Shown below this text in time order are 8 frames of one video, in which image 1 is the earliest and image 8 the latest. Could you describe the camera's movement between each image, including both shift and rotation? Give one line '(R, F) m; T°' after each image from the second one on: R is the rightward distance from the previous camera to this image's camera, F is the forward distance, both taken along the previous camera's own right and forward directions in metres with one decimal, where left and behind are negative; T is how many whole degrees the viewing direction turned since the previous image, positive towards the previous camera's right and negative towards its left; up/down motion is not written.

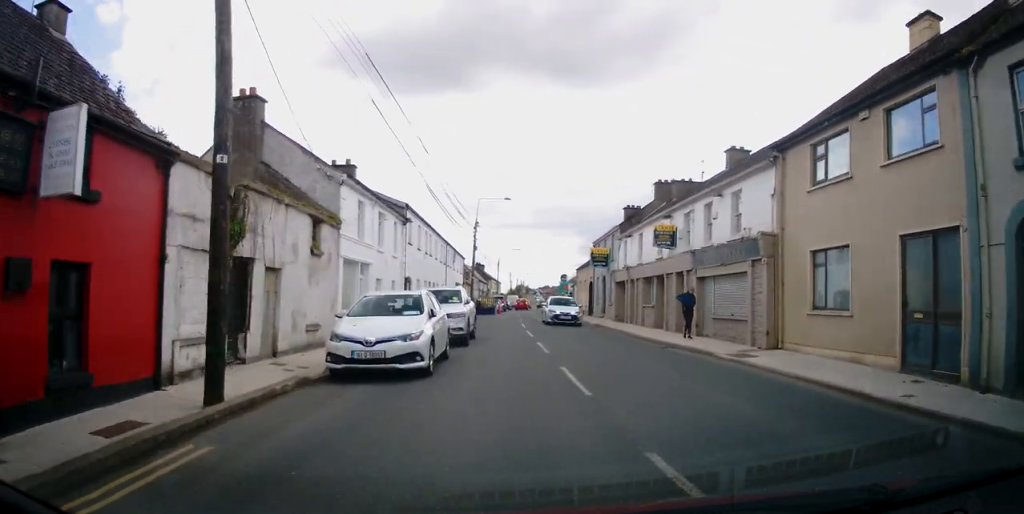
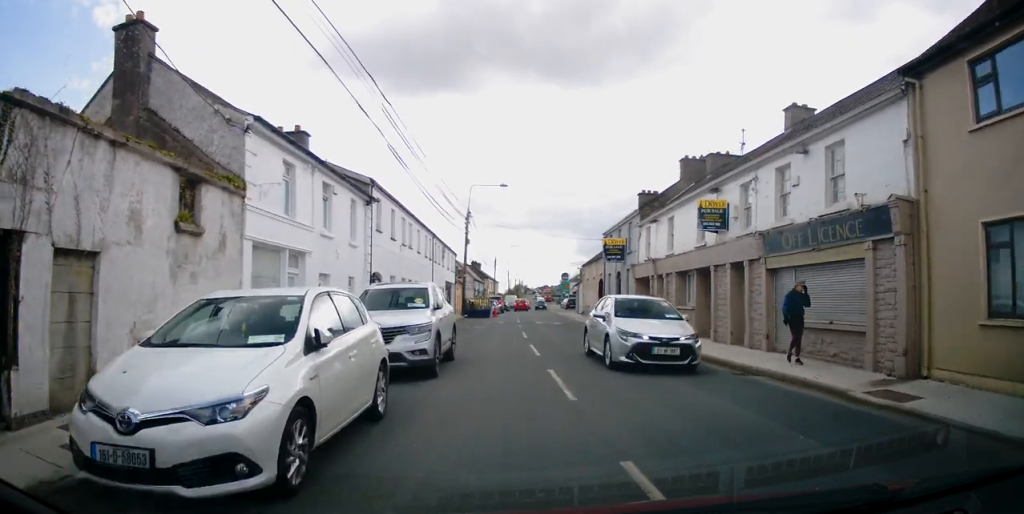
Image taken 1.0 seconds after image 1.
(+0.2, +6.3) m; +2°
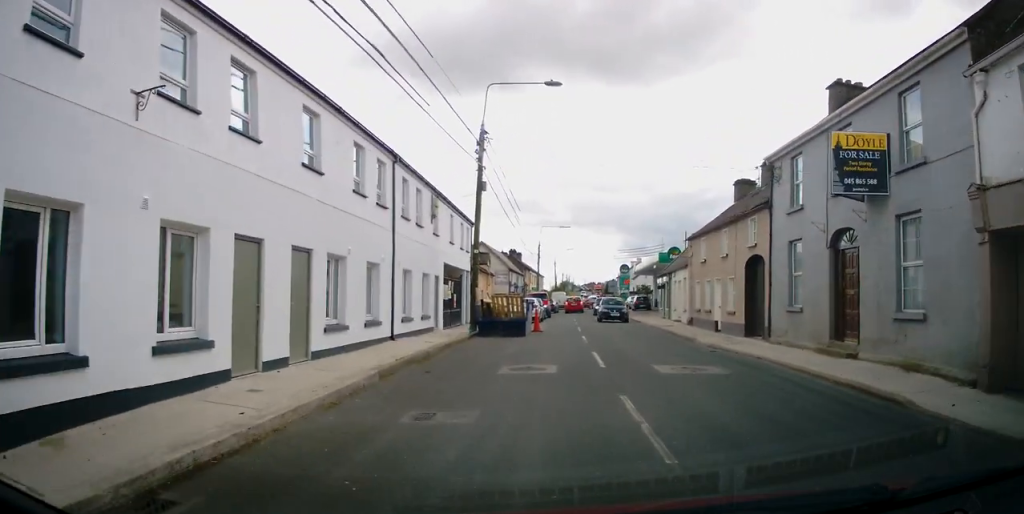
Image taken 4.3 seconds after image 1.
(-0.7, +20.5) m; -3°
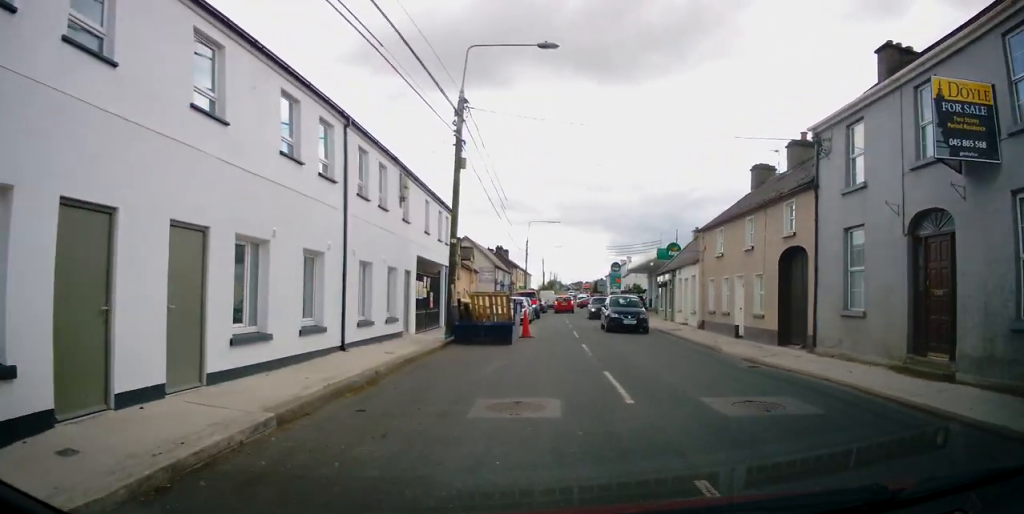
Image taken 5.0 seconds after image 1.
(-0.1, +3.7) m; 0°
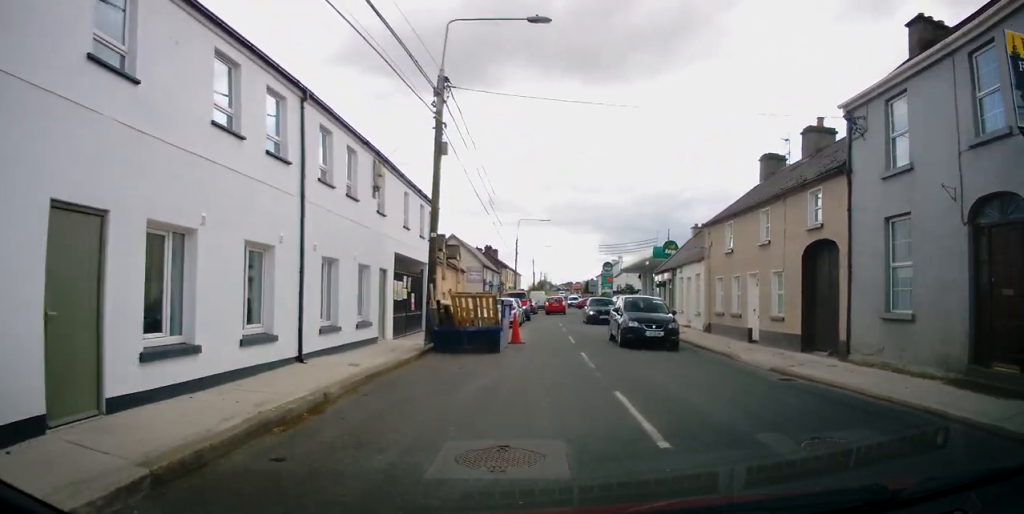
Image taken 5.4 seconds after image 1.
(-0.1, +2.3) m; 0°
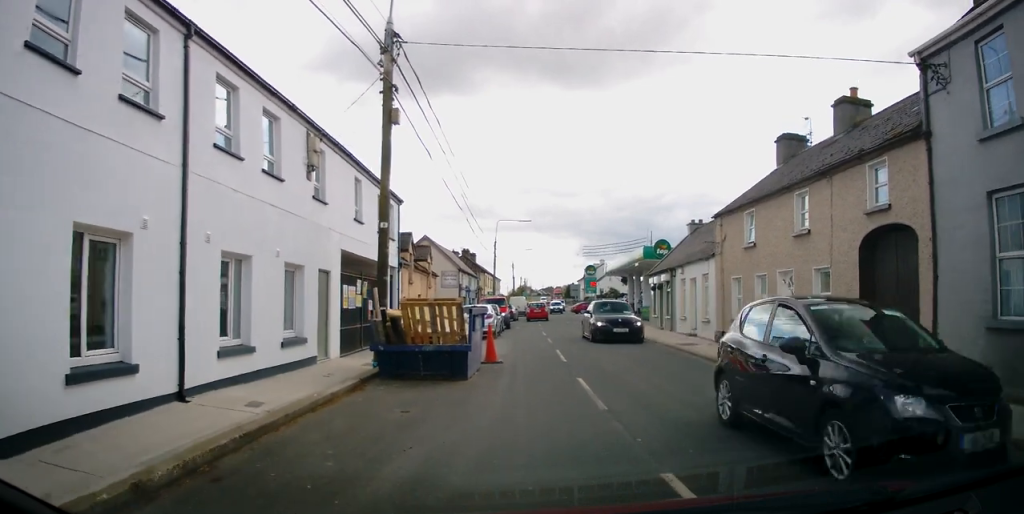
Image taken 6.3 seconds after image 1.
(+0.2, +3.8) m; +4°
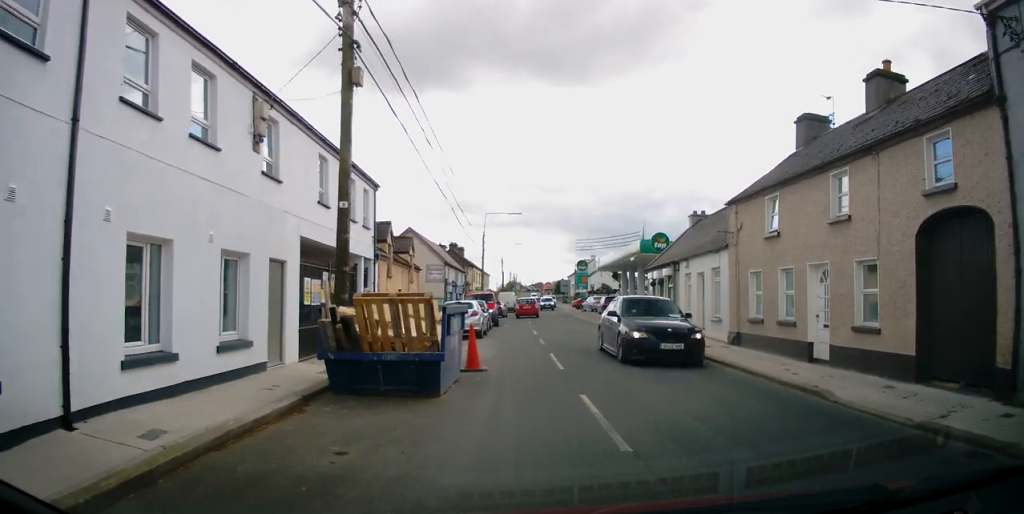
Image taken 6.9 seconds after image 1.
(+0.1, +2.3) m; +1°
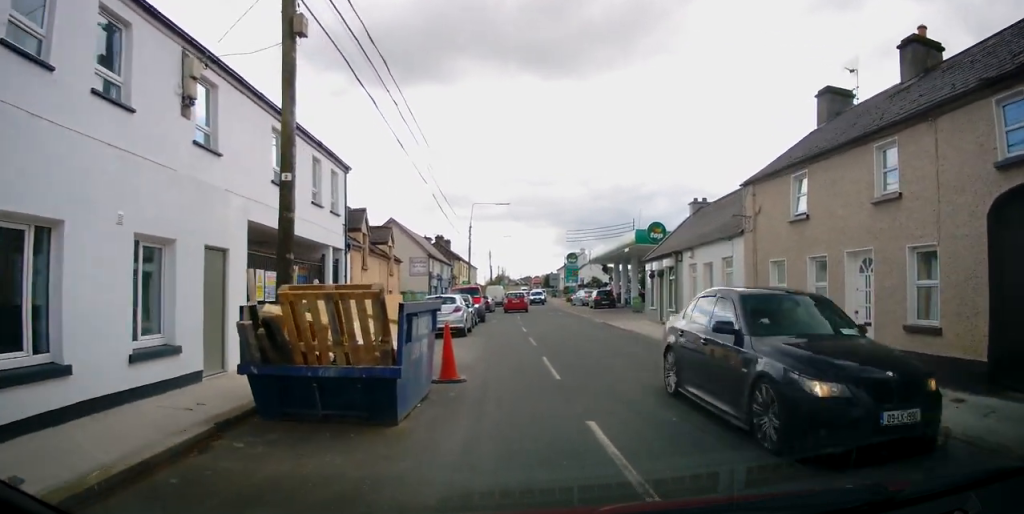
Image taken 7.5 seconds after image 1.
(0.0, +2.2) m; +1°
